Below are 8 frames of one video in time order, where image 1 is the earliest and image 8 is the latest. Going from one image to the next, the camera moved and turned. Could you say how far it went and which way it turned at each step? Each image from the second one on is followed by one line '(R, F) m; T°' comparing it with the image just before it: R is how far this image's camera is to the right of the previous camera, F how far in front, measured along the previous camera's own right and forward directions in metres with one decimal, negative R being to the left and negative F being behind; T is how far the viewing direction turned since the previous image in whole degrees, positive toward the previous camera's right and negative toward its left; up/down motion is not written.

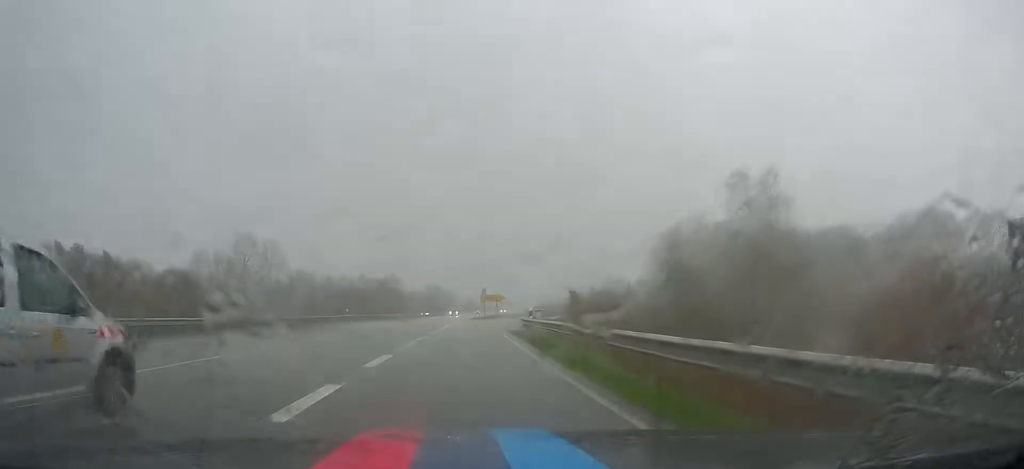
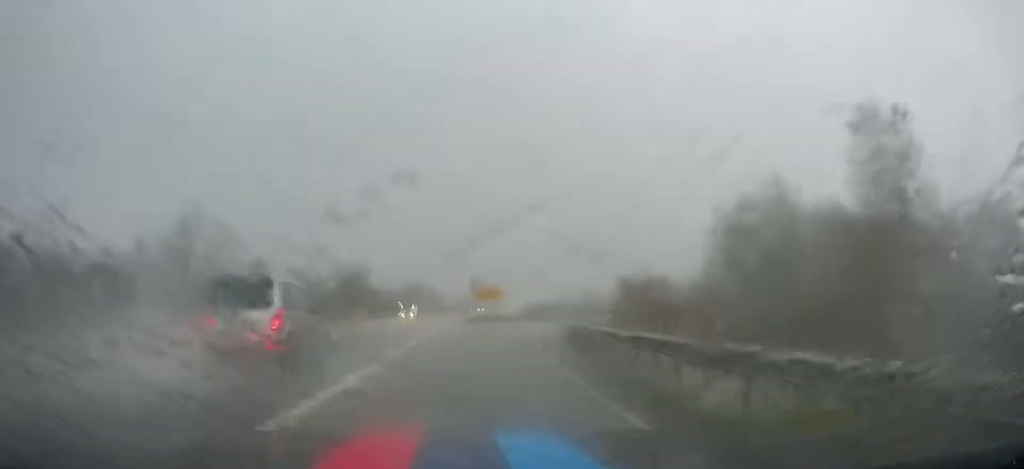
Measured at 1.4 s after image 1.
(+0.4, +25.3) m; +1°
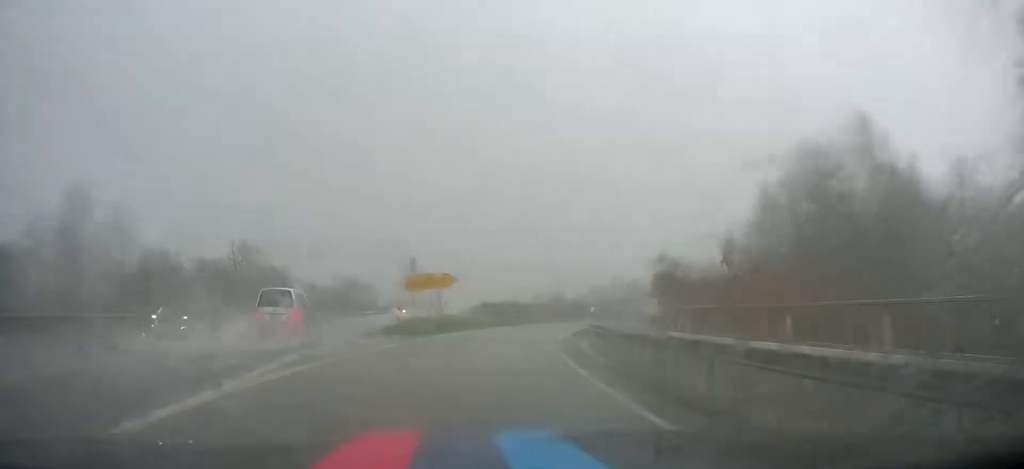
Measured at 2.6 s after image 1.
(+0.5, +23.7) m; +3°
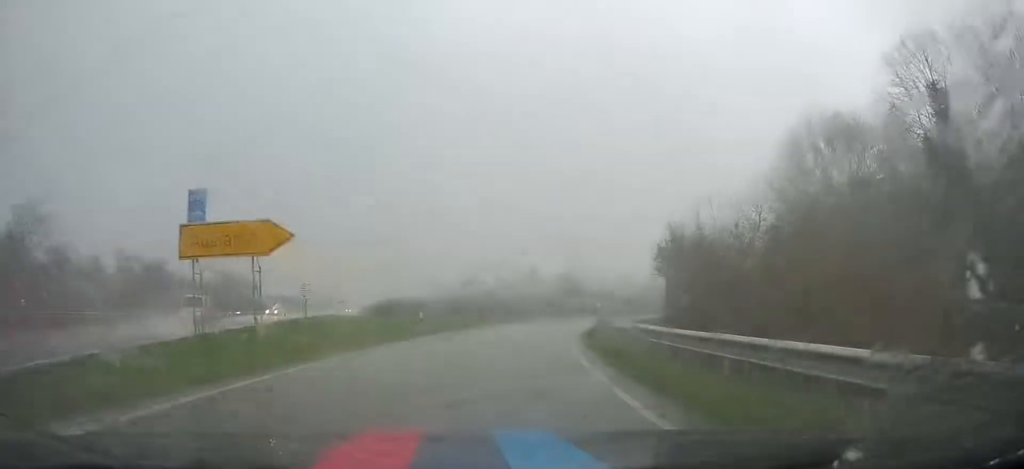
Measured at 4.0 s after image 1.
(+0.6, +22.4) m; +4°
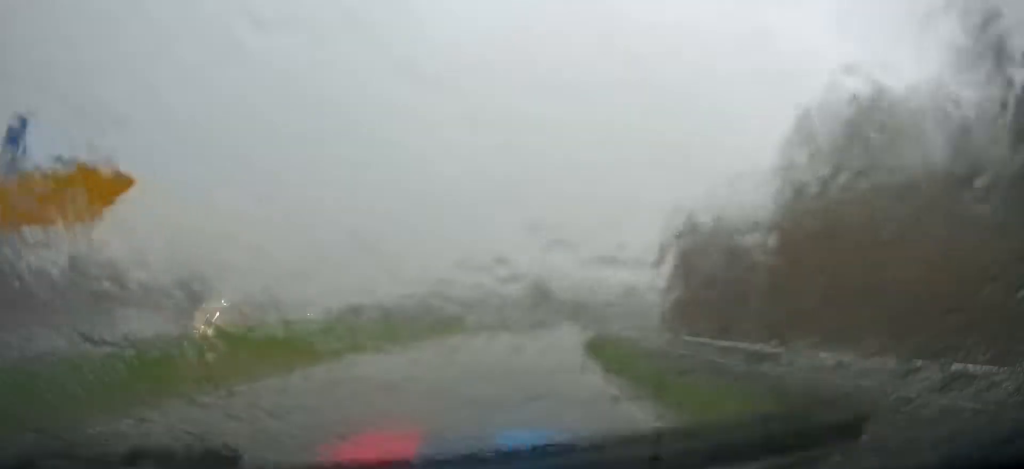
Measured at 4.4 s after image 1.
(+0.2, +7.1) m; +3°
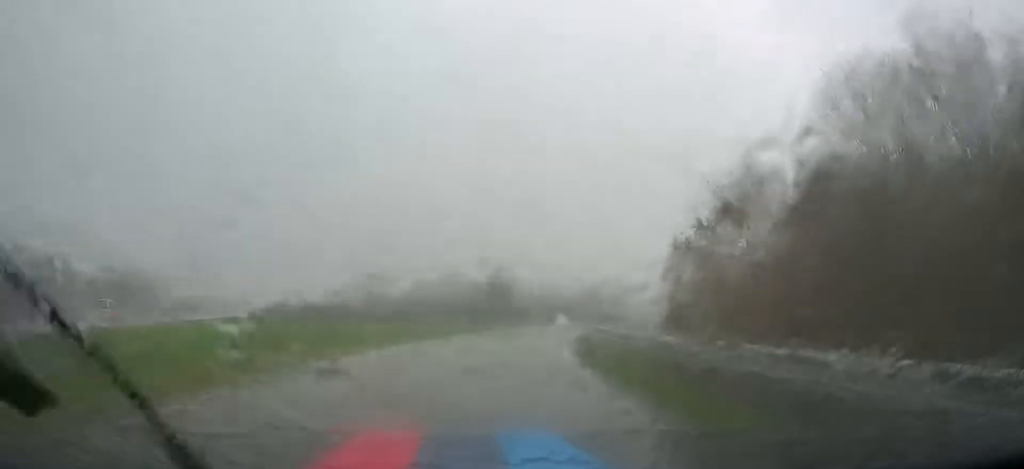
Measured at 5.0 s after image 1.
(-0.1, +9.4) m; +5°
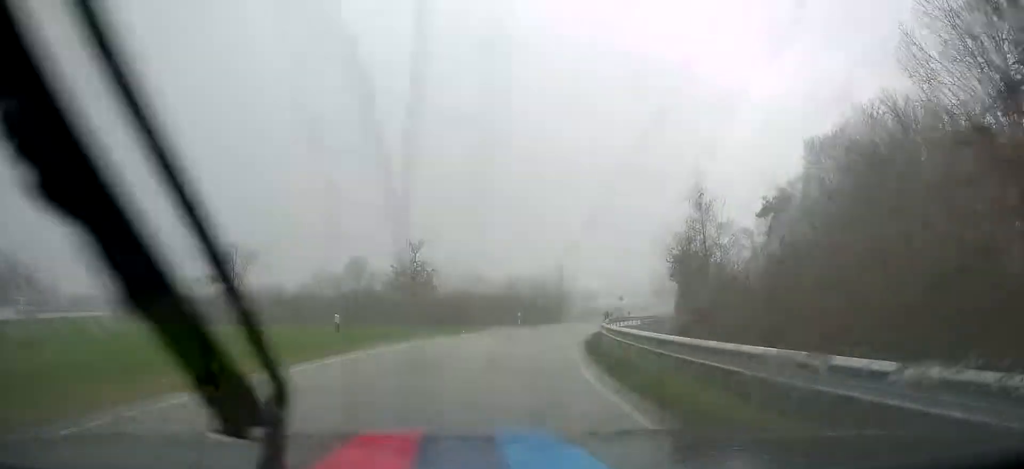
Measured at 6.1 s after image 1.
(+1.7, +16.3) m; +10°
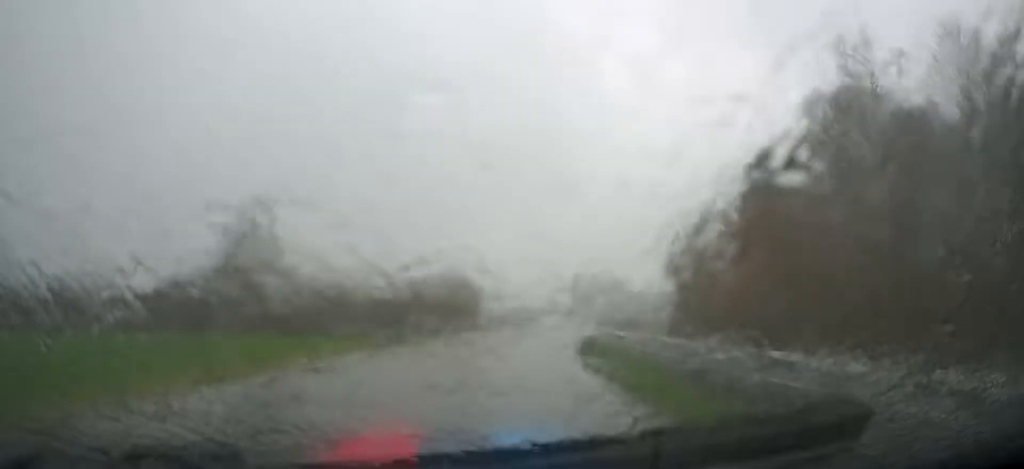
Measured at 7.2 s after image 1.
(+1.2, +17.0) m; +7°
